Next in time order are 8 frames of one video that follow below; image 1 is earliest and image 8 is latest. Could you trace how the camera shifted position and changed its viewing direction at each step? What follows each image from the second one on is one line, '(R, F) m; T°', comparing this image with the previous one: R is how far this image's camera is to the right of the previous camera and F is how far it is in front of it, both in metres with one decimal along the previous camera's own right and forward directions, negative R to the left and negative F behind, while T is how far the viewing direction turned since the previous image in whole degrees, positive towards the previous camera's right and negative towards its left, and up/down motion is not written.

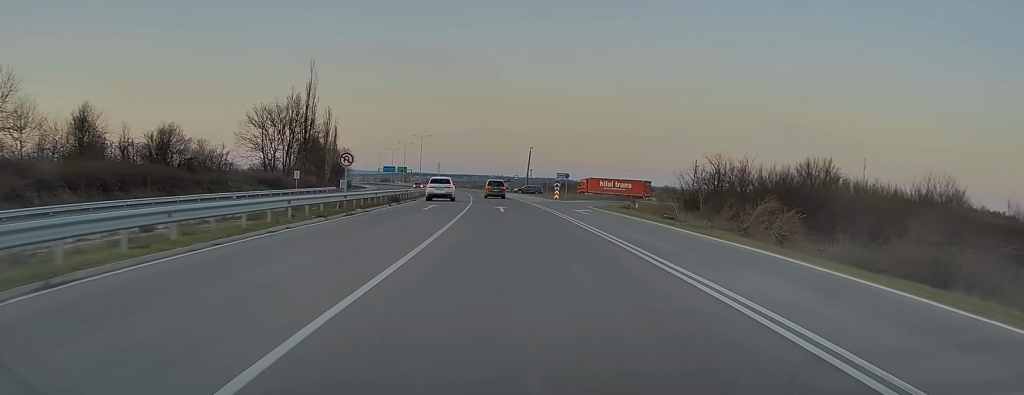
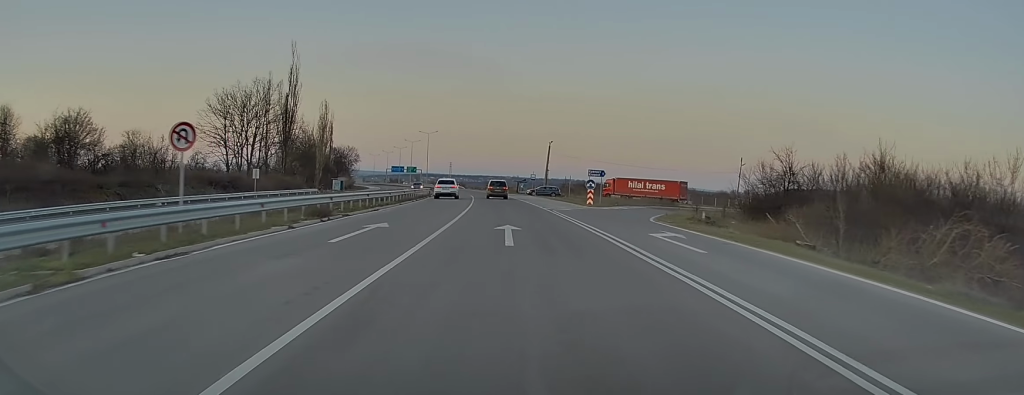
(-0.1, +18.7) m; -1°
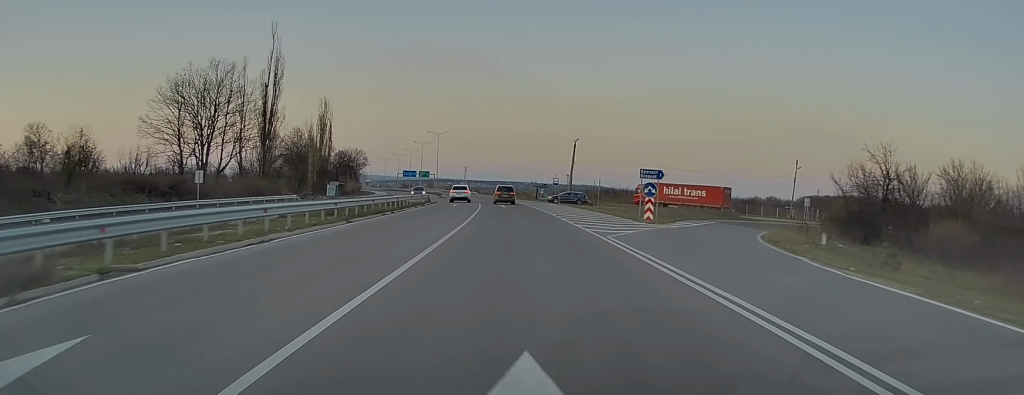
(-0.2, +16.3) m; -1°
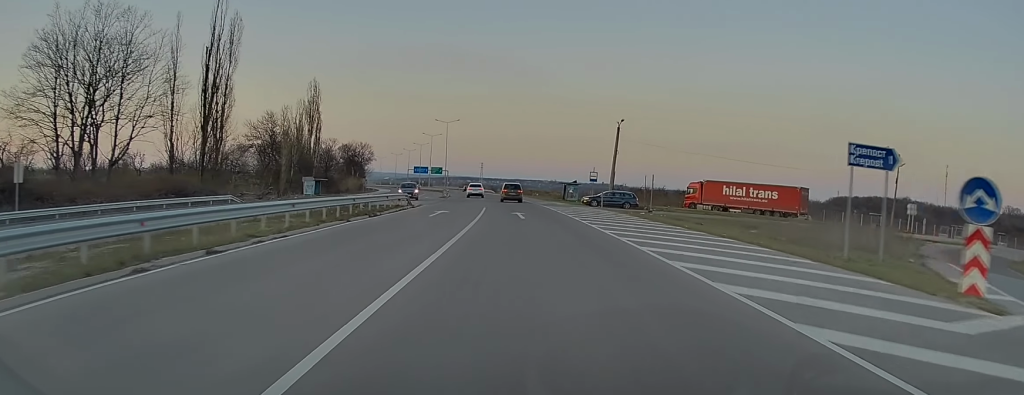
(-0.3, +23.4) m; -2°
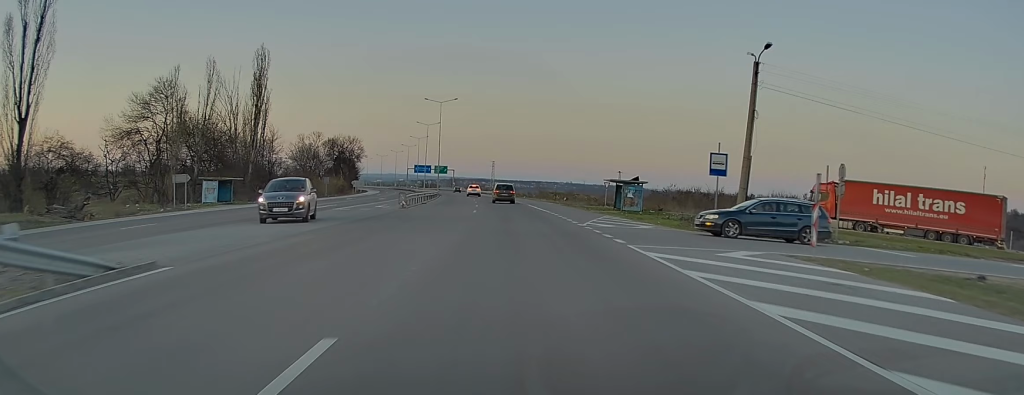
(-0.4, +36.4) m; -1°
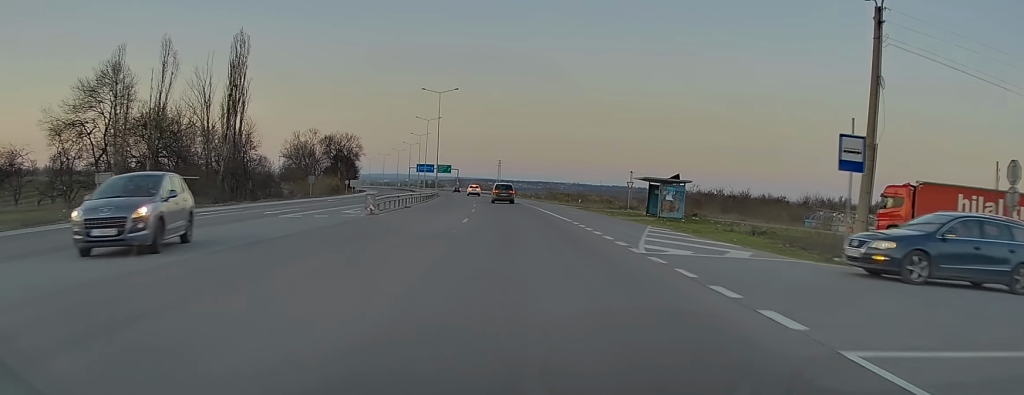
(0.0, +10.9) m; -1°
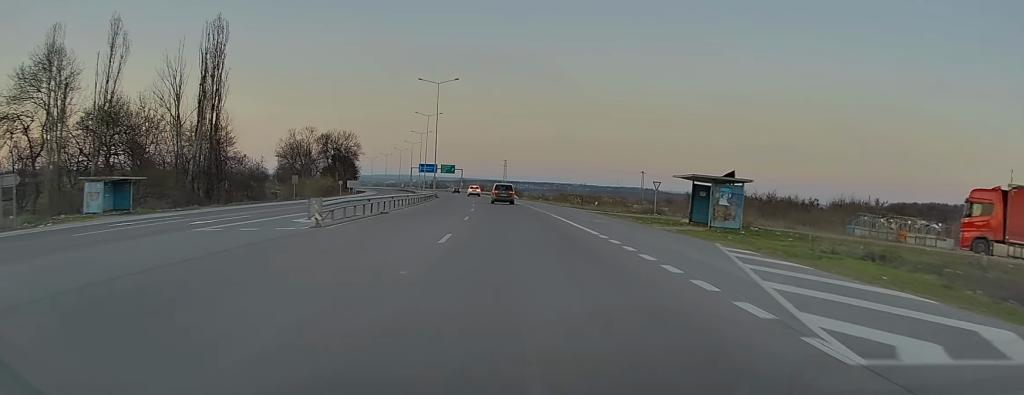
(-0.1, +9.5) m; -1°
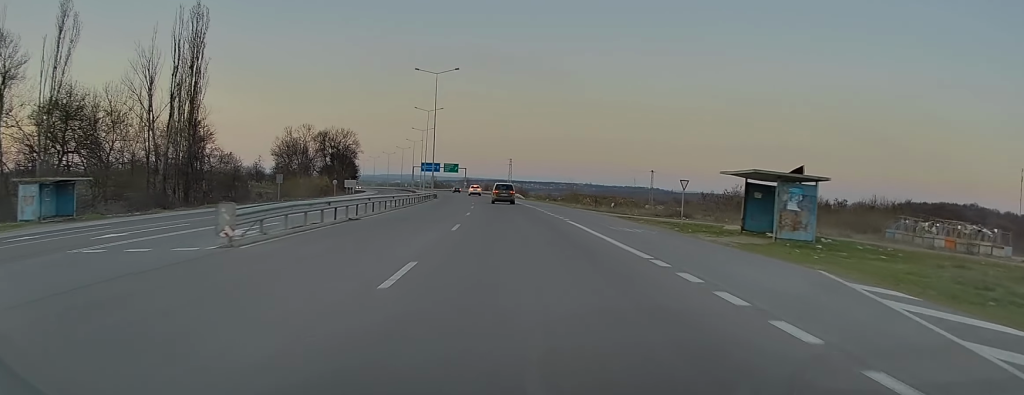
(-0.1, +7.3) m; 0°
